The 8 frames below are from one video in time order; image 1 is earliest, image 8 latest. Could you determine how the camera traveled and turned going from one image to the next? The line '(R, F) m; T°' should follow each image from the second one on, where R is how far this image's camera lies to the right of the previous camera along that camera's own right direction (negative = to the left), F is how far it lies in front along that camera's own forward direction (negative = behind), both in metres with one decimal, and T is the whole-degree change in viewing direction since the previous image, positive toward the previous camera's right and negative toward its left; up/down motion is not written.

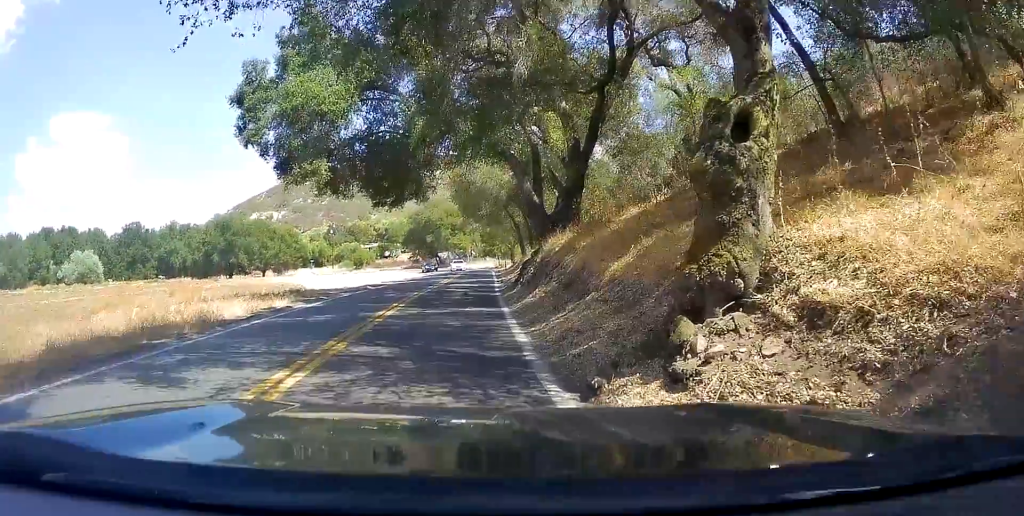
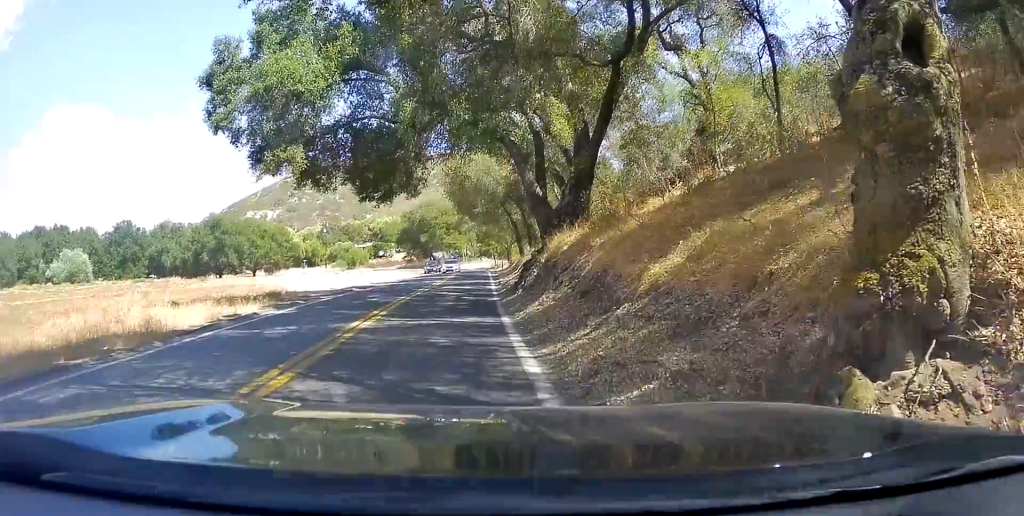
(+0.2, +4.5) m; +1°
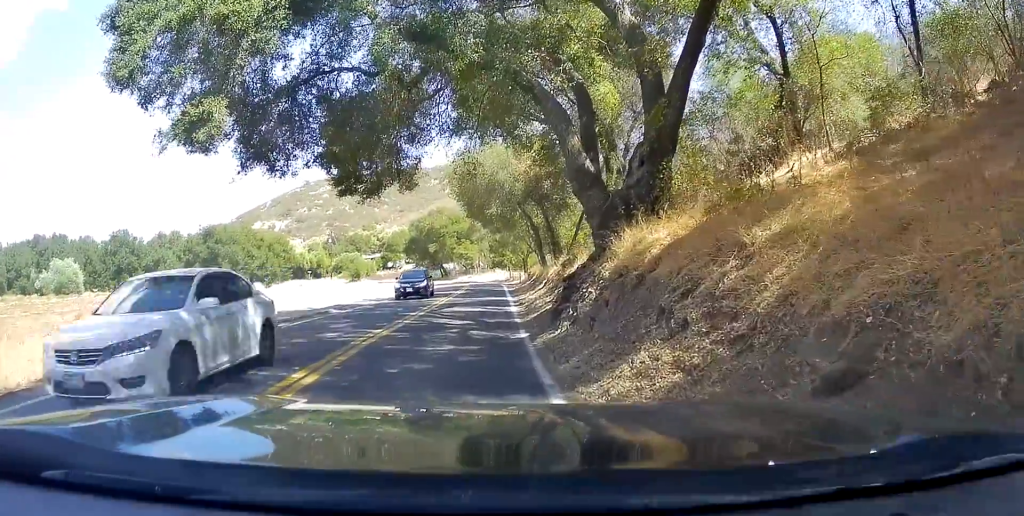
(+0.4, +11.1) m; +6°
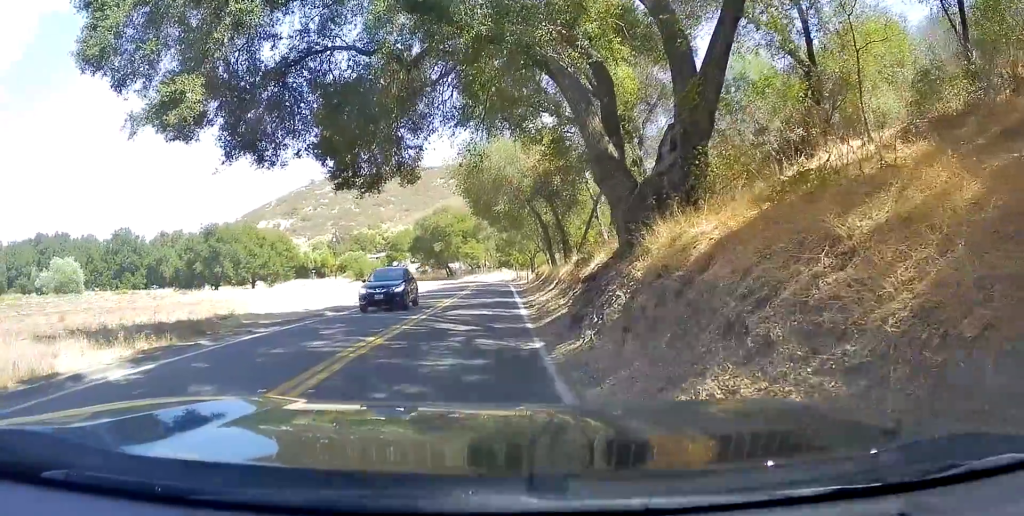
(-0.1, +1.1) m; -1°
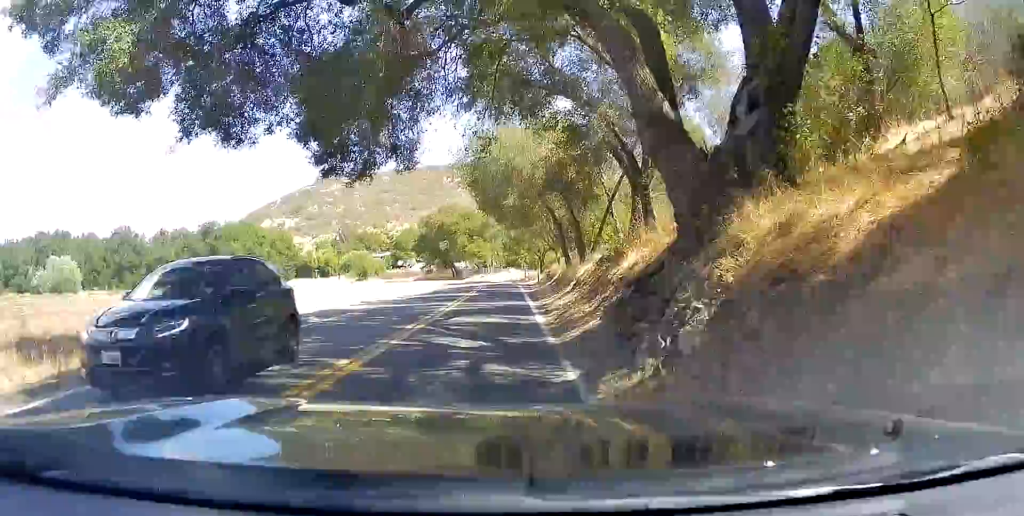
(0.0, +2.3) m; 0°
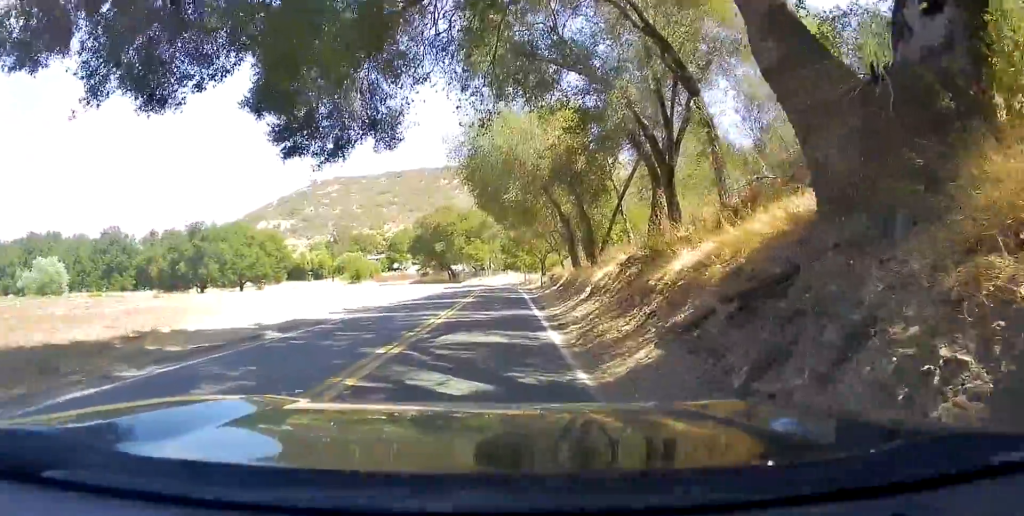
(+0.1, +2.6) m; -1°
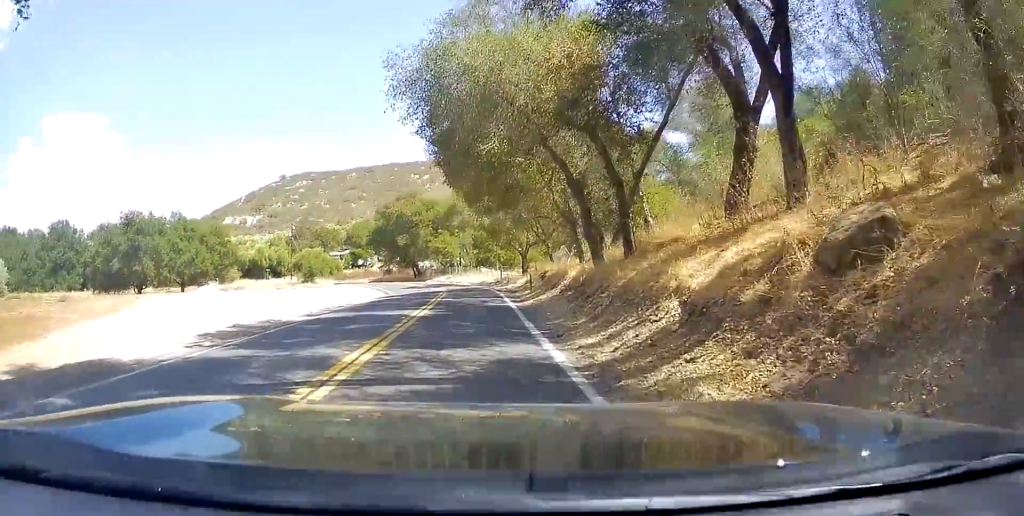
(-0.6, +6.1) m; -3°
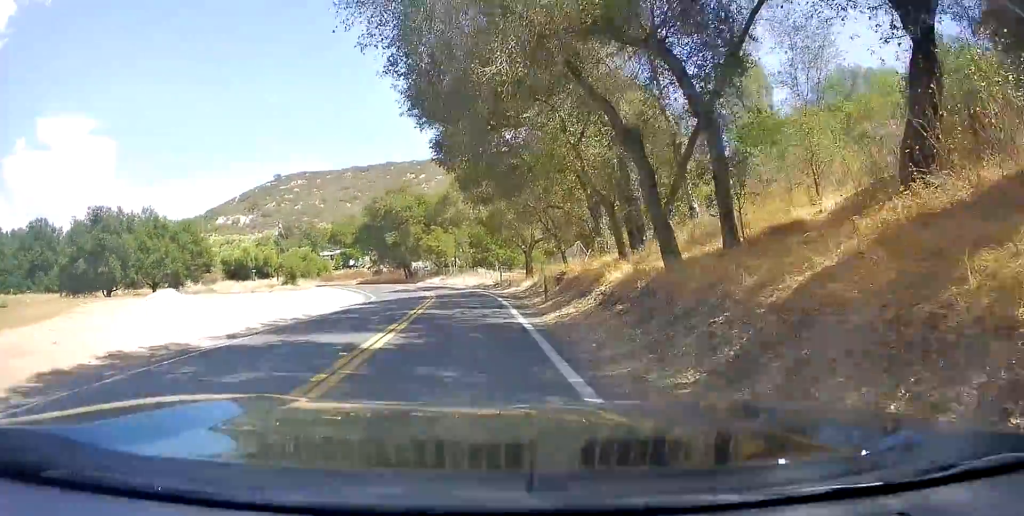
(+0.3, +6.2) m; +1°
